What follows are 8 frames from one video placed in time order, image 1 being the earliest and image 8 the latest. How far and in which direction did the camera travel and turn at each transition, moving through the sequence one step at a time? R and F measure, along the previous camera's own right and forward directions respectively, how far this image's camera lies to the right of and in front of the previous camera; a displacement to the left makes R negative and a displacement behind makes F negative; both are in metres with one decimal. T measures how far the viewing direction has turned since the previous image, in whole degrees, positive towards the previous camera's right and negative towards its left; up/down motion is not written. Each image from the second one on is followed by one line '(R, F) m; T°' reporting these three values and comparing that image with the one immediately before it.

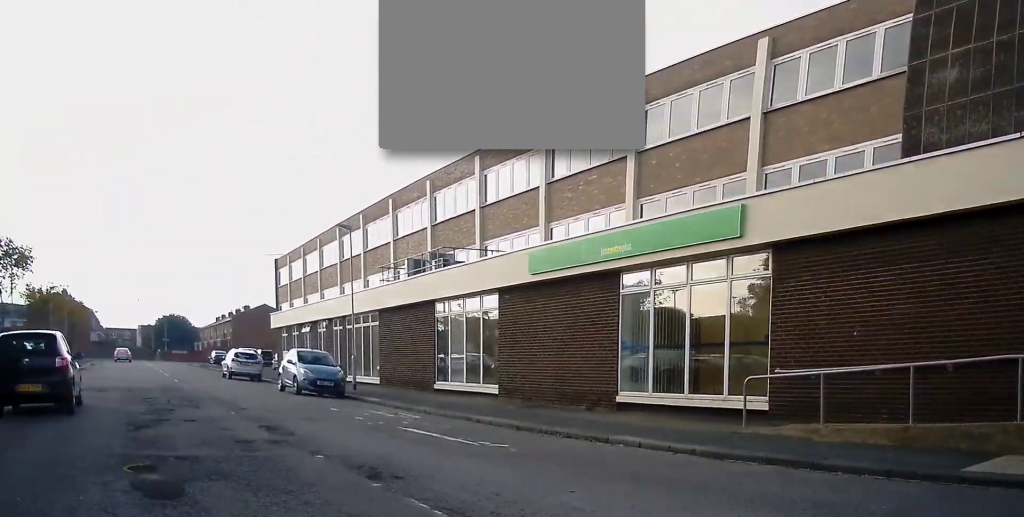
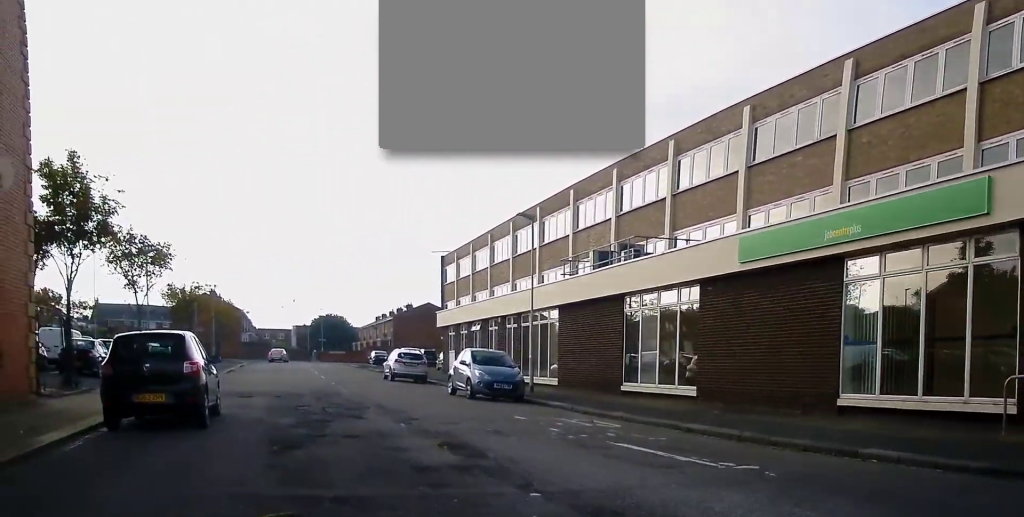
(-0.4, +2.0) m; -6°
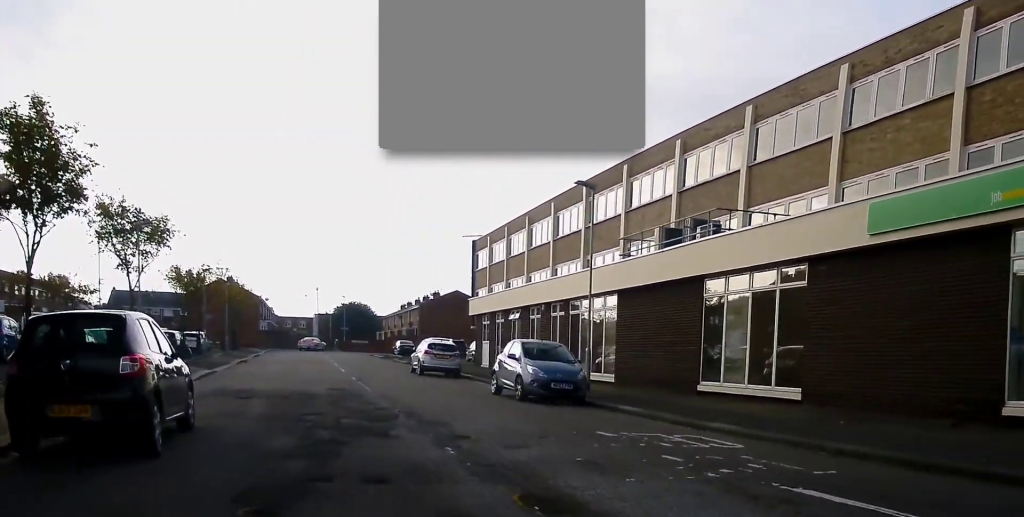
(+0.2, +3.6) m; +6°
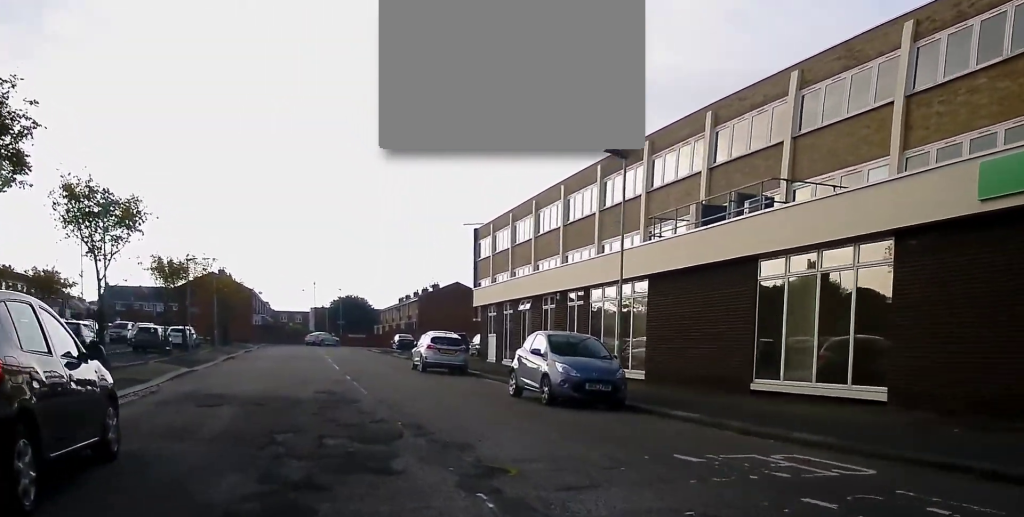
(+0.1, +3.1) m; -3°
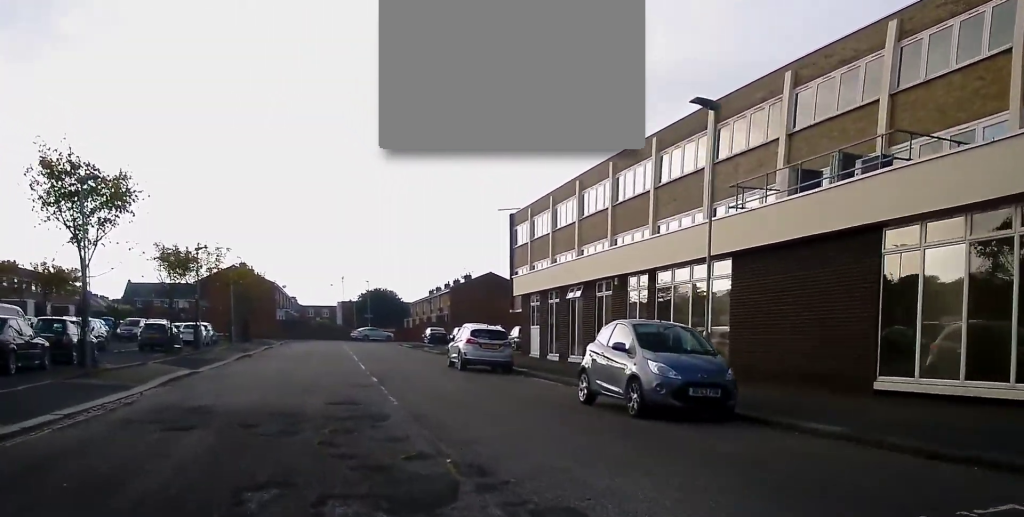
(-0.2, +3.6) m; -4°
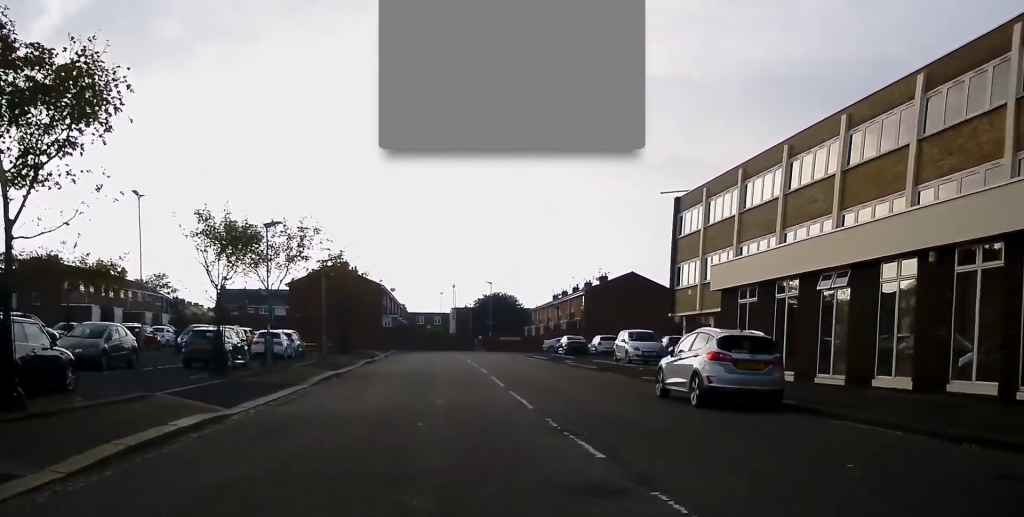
(-0.7, +11.1) m; -4°
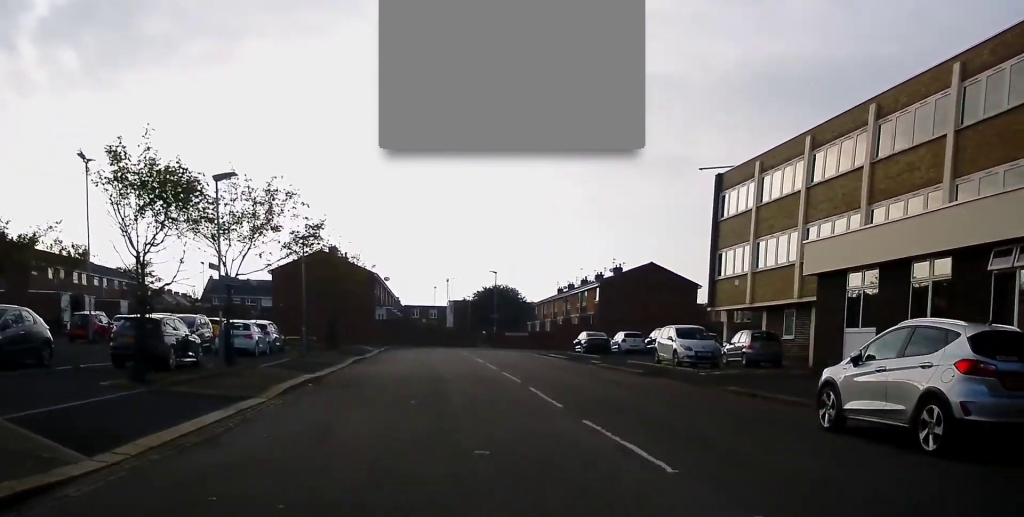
(0.0, +7.5) m; +2°
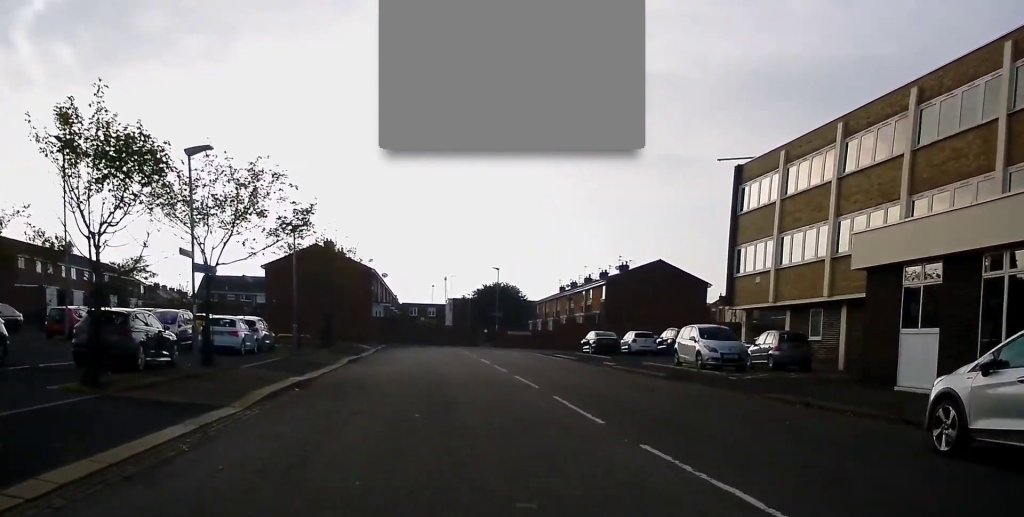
(+0.1, +2.8) m; +1°
